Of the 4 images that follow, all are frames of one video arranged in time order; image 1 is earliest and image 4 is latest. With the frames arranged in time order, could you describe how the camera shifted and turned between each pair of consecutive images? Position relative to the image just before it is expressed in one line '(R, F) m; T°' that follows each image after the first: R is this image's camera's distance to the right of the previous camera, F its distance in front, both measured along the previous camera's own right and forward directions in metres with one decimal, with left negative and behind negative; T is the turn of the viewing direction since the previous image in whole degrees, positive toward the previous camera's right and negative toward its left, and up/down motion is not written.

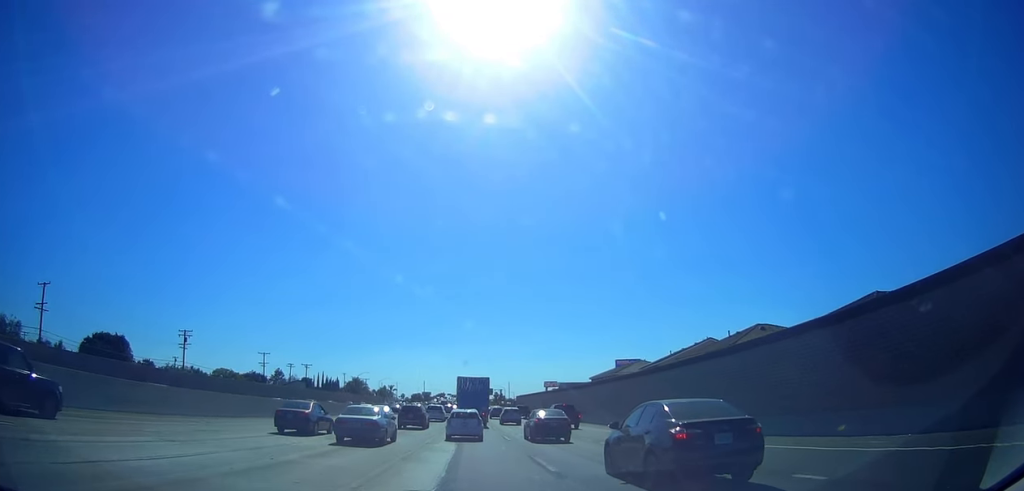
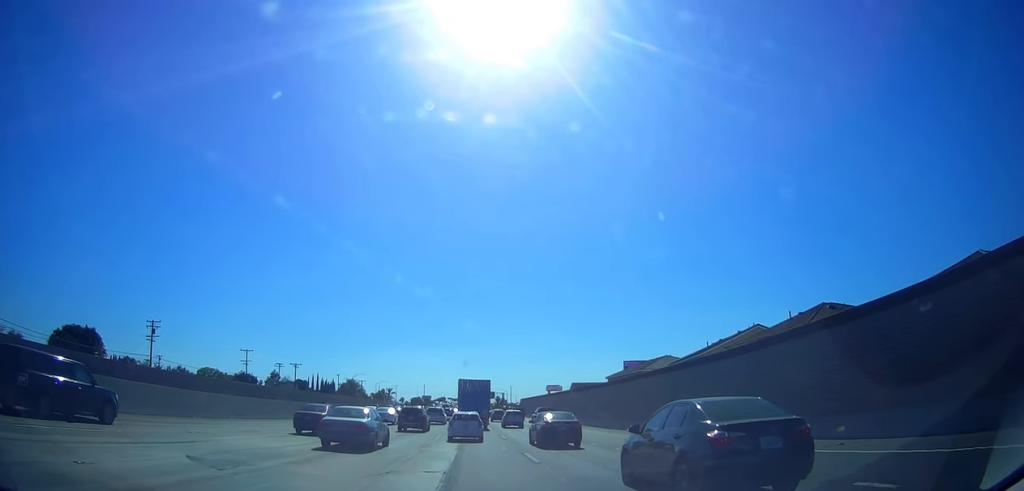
(0.0, +10.4) m; 0°
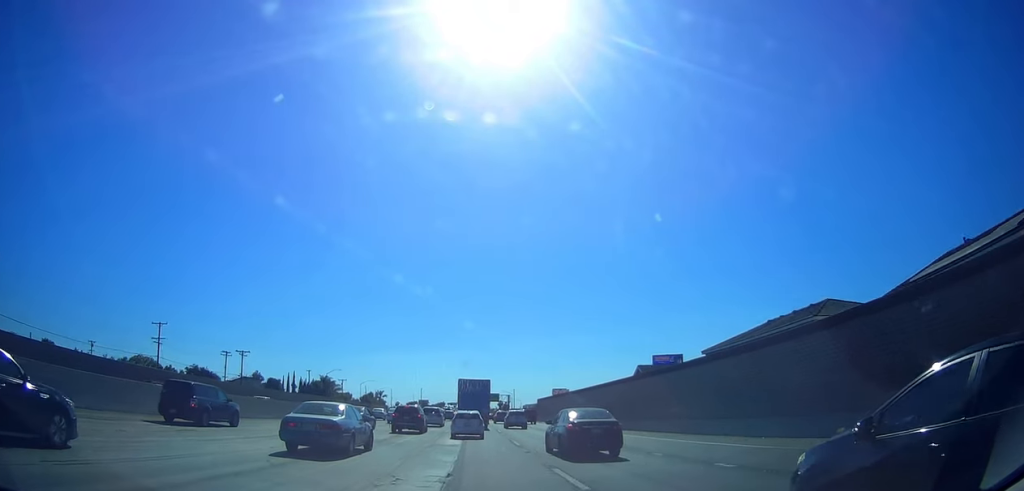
(0.0, +35.4) m; 0°
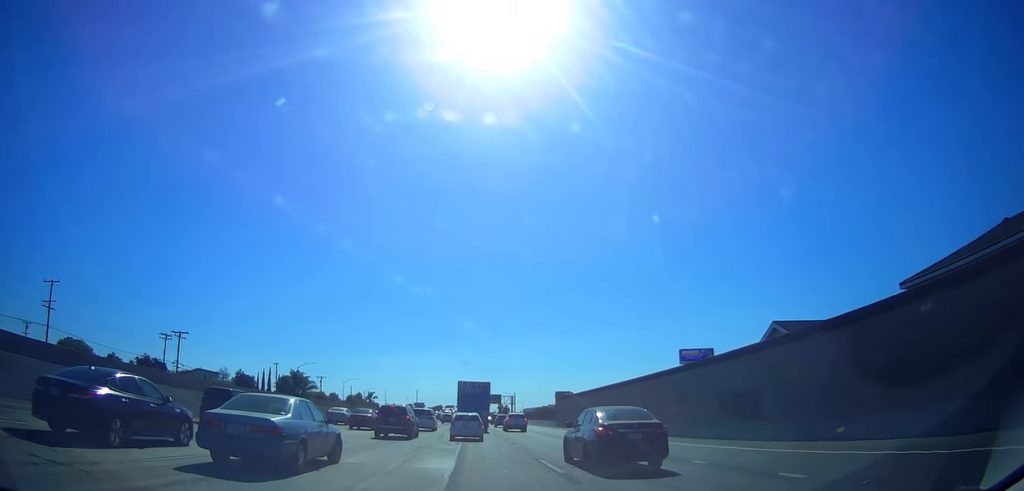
(0.0, +25.6) m; 0°
